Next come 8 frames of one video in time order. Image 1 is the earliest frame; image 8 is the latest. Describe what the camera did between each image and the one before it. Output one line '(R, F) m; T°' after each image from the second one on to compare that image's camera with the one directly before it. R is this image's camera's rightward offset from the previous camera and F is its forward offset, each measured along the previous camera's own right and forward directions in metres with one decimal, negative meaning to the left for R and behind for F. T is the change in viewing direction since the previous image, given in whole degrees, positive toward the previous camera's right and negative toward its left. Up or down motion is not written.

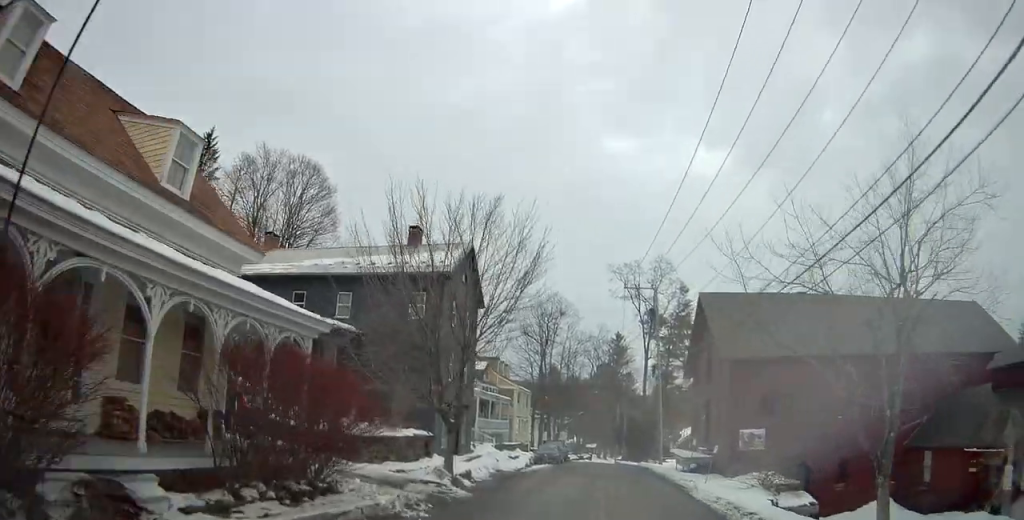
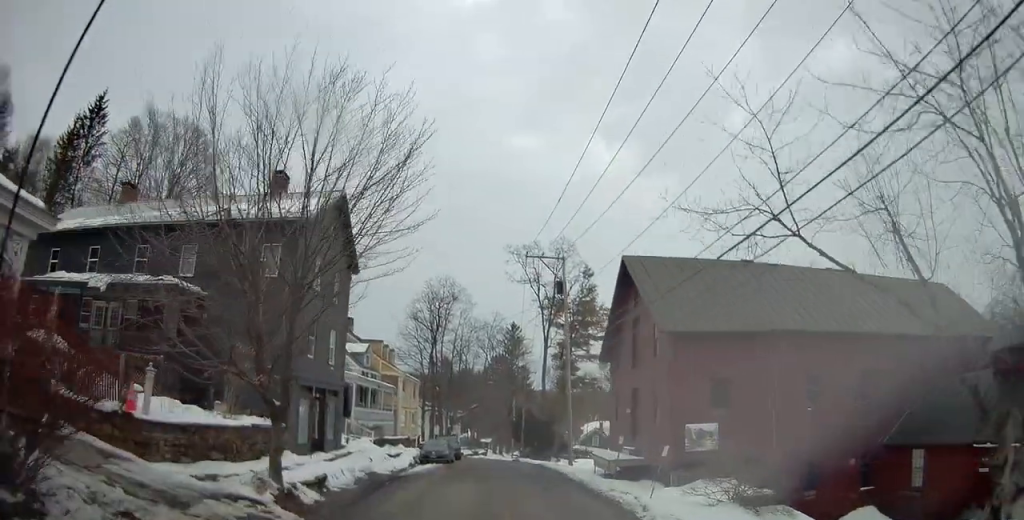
(+0.8, +5.6) m; +10°
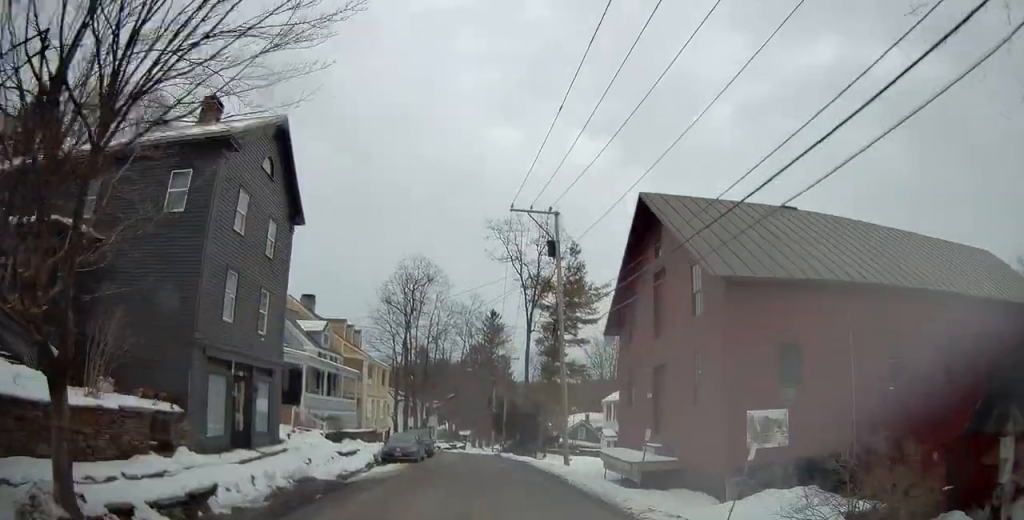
(+0.5, +5.7) m; +5°
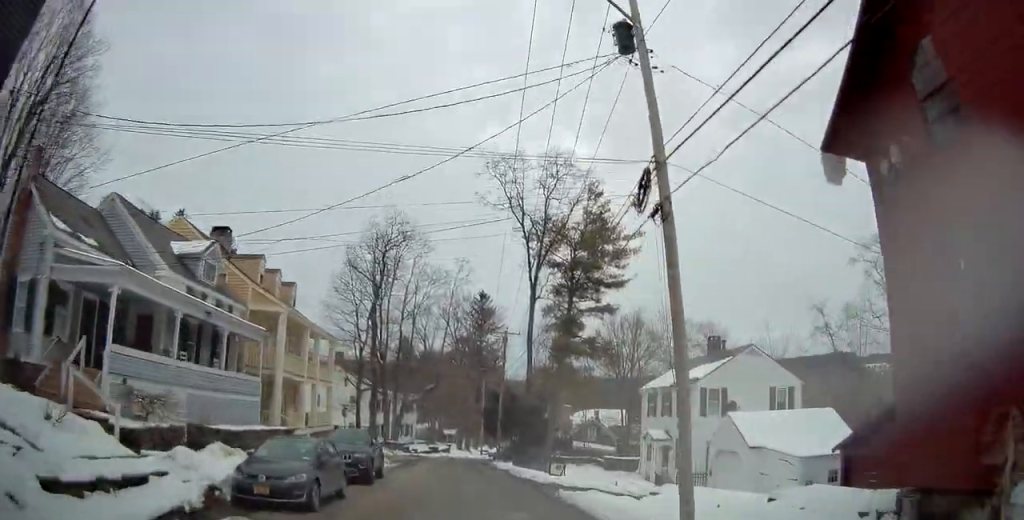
(+0.4, +15.9) m; +1°
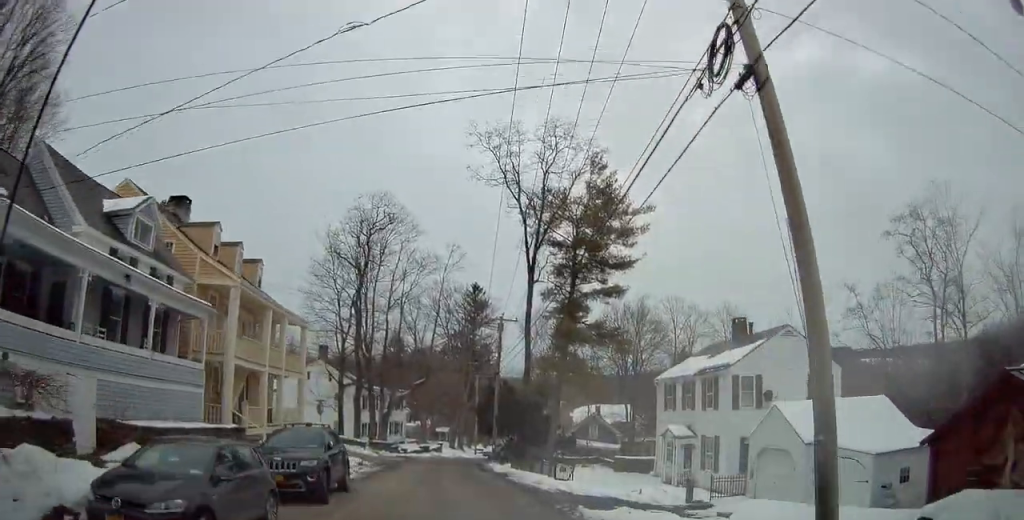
(-0.2, +4.7) m; 0°
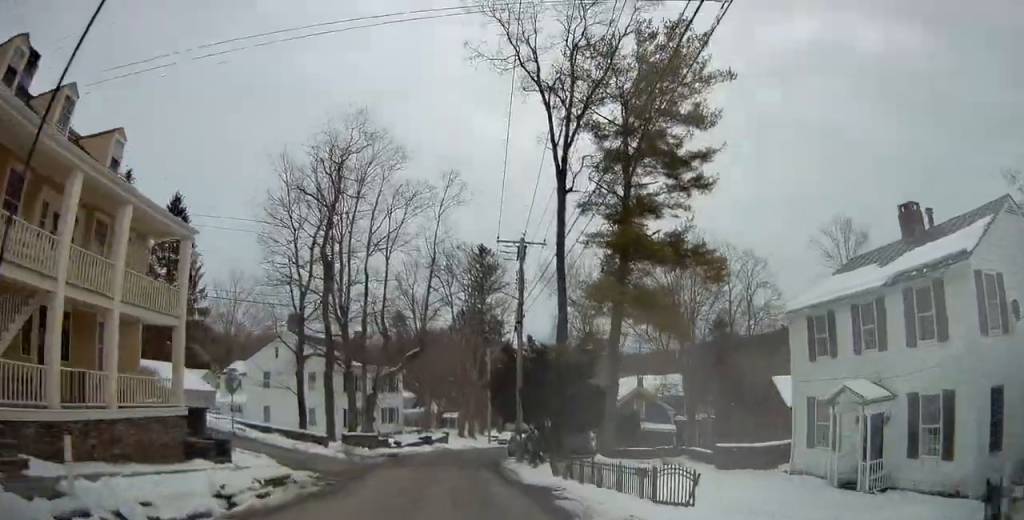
(+0.1, +14.7) m; 0°
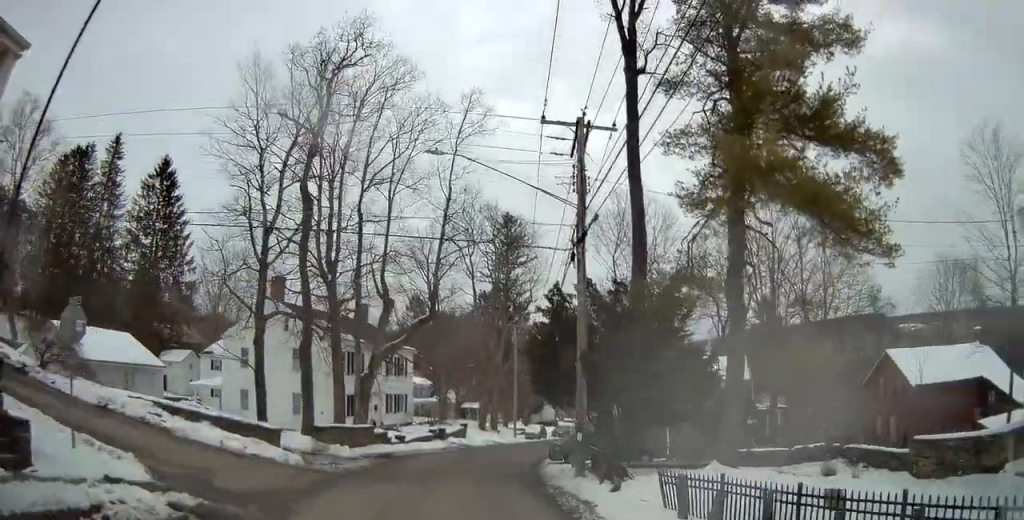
(-0.1, +10.6) m; -1°
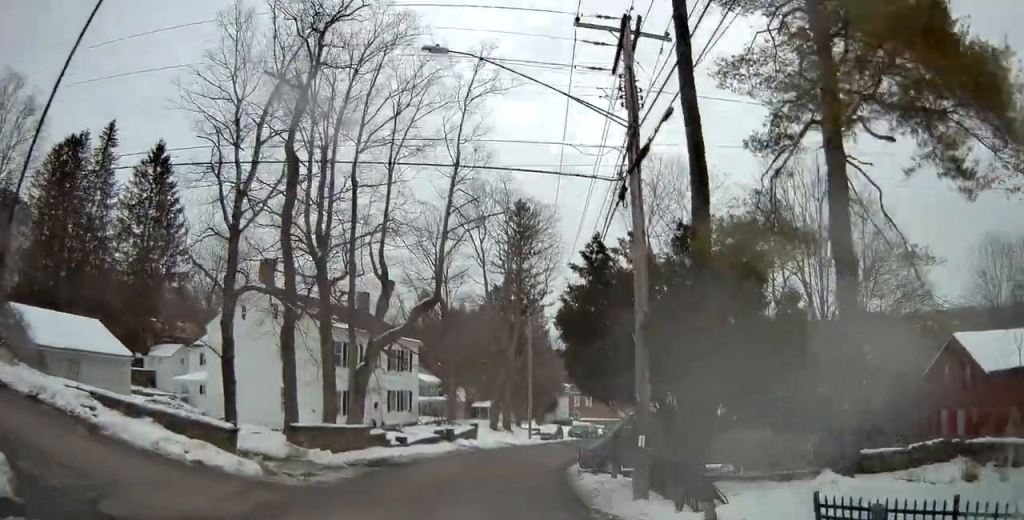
(+0.1, +4.9) m; -1°
